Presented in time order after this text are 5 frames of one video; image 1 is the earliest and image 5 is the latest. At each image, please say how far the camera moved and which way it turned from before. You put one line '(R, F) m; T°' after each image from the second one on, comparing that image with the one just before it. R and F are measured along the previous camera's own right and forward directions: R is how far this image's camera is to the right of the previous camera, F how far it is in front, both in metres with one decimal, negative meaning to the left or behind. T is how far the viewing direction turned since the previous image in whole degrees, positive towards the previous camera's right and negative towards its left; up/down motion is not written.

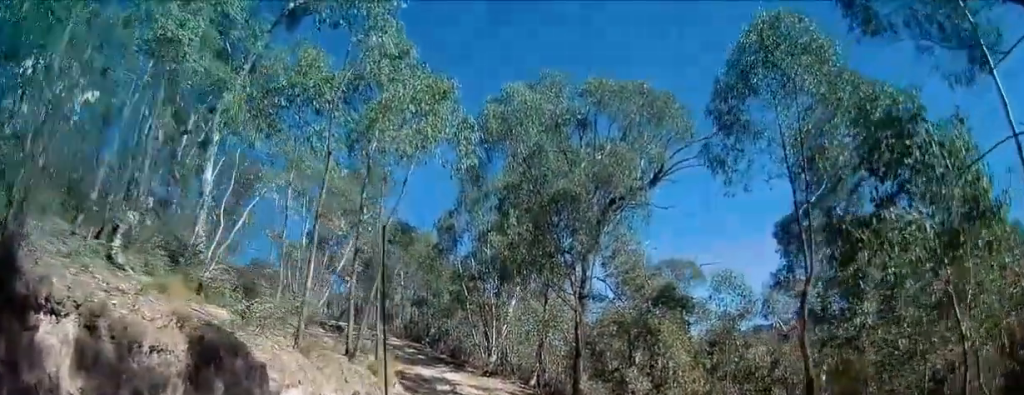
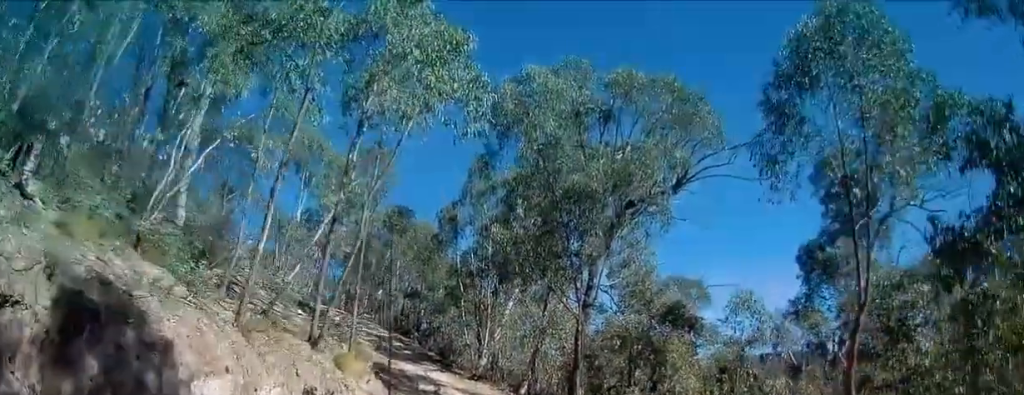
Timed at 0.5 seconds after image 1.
(+0.1, +1.6) m; +4°
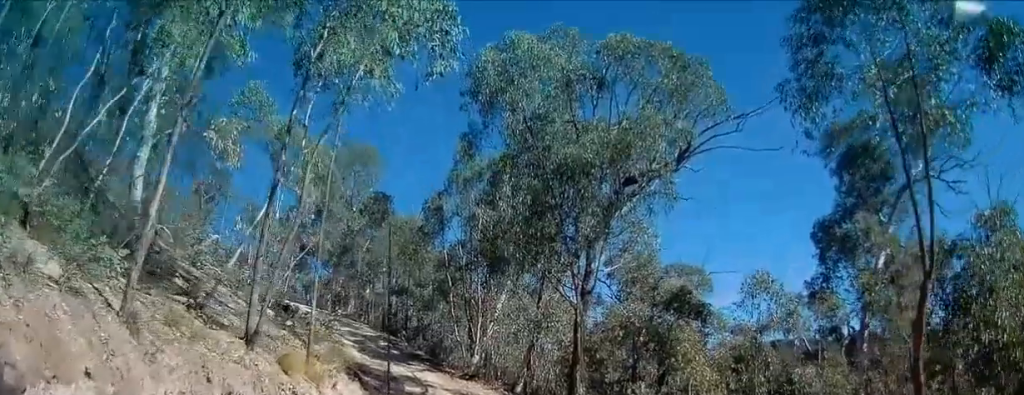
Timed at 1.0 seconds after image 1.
(-0.1, +1.7) m; 0°
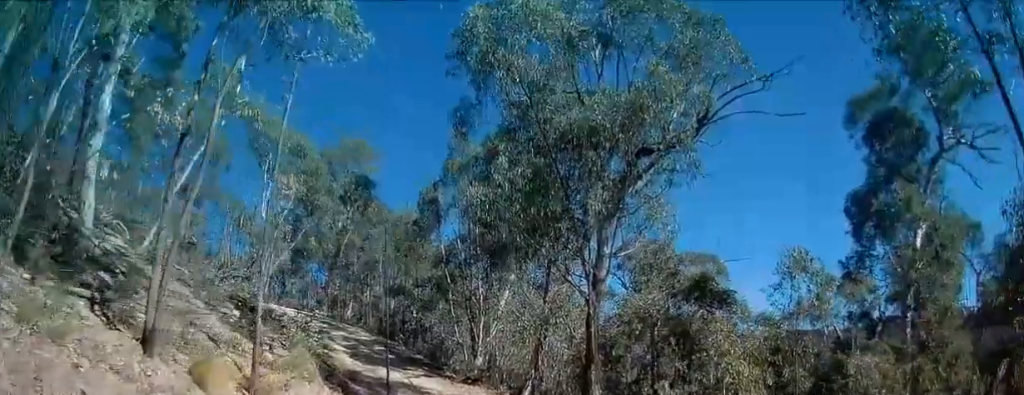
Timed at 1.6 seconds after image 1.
(0.0, +2.0) m; -2°
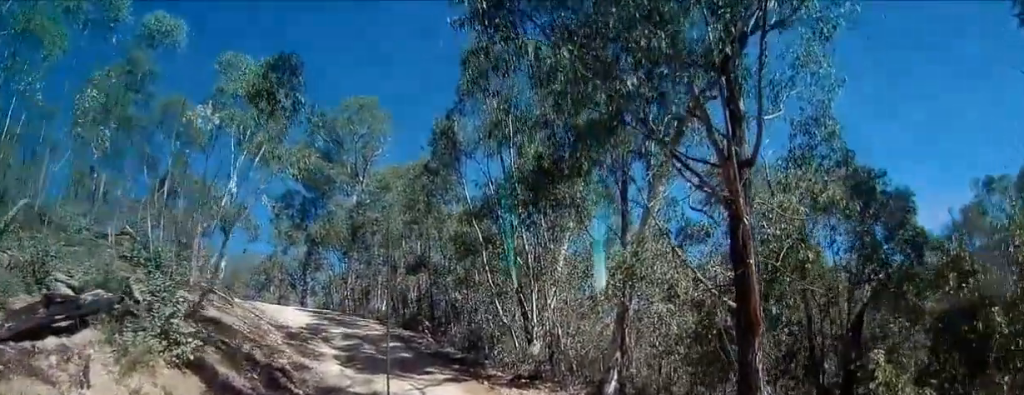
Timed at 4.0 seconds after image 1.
(-0.3, +7.3) m; 0°
